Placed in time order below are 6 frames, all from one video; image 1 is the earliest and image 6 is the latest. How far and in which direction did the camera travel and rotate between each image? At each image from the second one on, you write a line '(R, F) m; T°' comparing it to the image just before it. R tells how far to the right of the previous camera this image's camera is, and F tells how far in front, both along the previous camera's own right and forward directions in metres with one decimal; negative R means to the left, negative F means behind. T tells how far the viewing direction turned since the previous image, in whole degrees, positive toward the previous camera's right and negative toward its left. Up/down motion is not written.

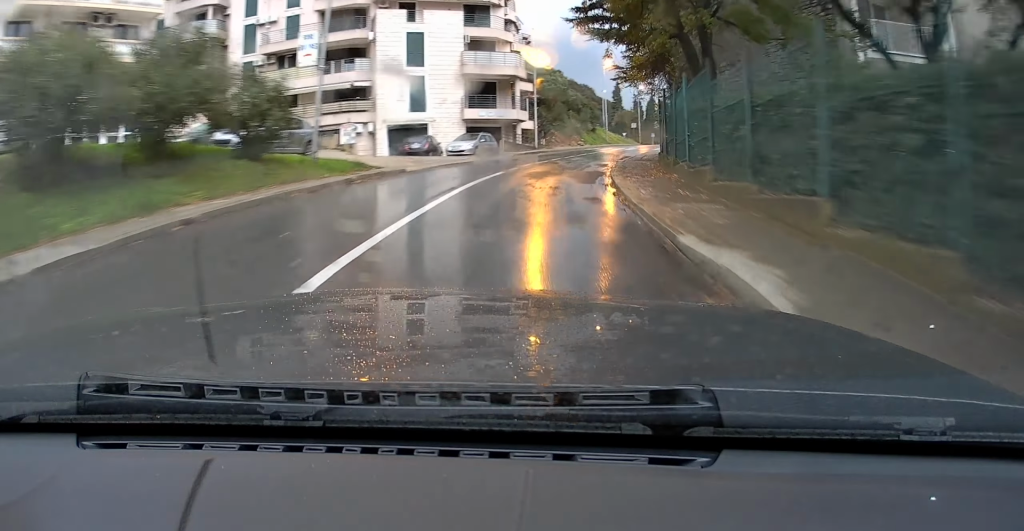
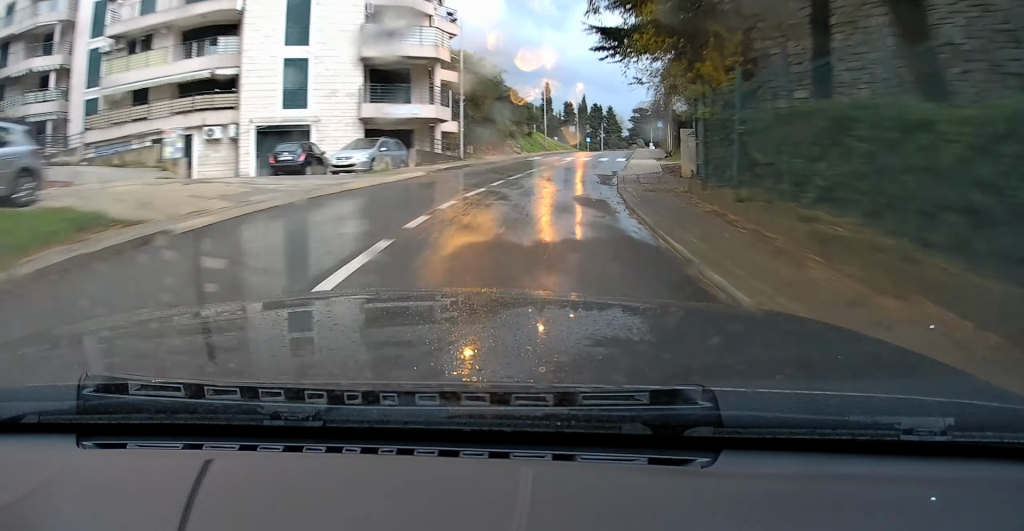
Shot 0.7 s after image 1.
(+1.3, +11.9) m; +7°
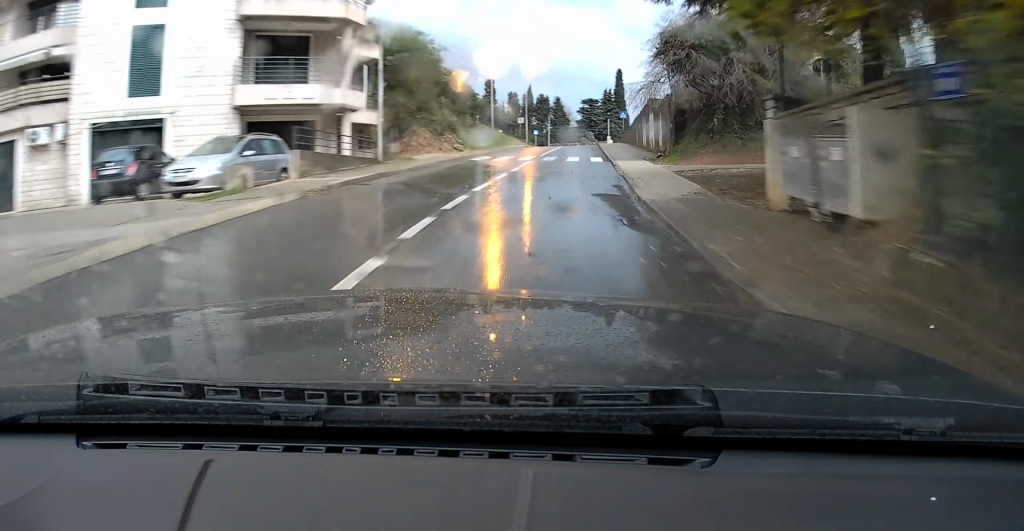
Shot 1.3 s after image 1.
(+0.4, +9.3) m; +4°
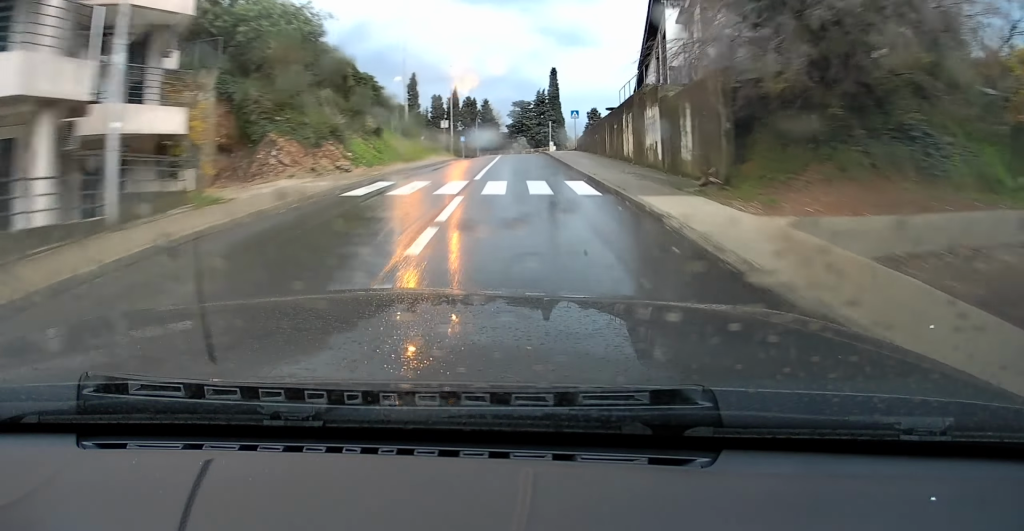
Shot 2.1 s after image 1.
(+0.5, +13.3) m; +4°
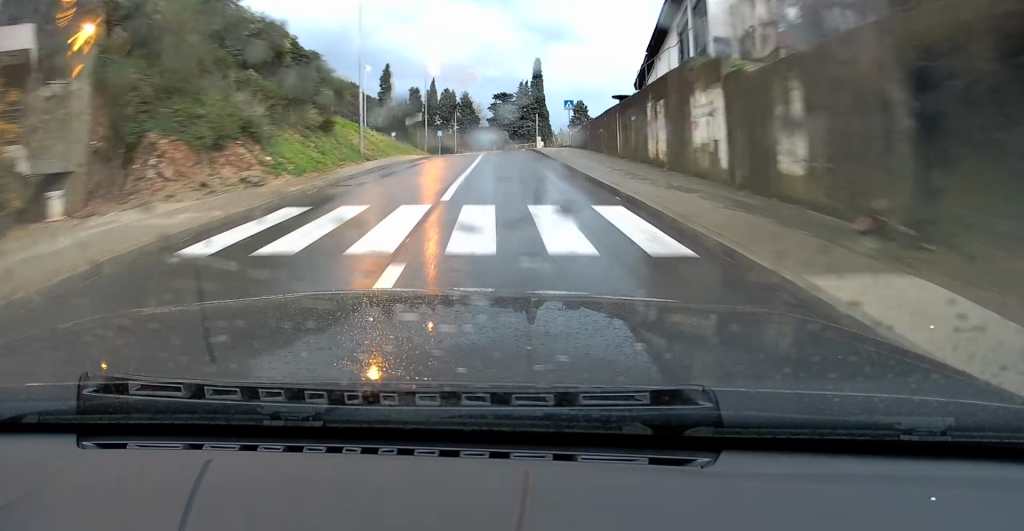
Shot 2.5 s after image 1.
(+0.2, +7.2) m; +3°
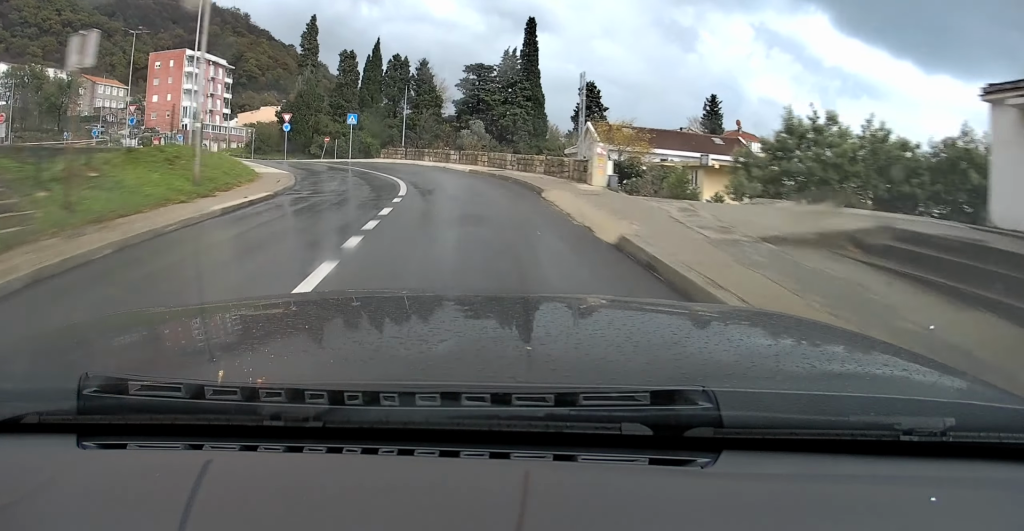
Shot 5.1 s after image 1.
(+3.0, +40.2) m; +4°
